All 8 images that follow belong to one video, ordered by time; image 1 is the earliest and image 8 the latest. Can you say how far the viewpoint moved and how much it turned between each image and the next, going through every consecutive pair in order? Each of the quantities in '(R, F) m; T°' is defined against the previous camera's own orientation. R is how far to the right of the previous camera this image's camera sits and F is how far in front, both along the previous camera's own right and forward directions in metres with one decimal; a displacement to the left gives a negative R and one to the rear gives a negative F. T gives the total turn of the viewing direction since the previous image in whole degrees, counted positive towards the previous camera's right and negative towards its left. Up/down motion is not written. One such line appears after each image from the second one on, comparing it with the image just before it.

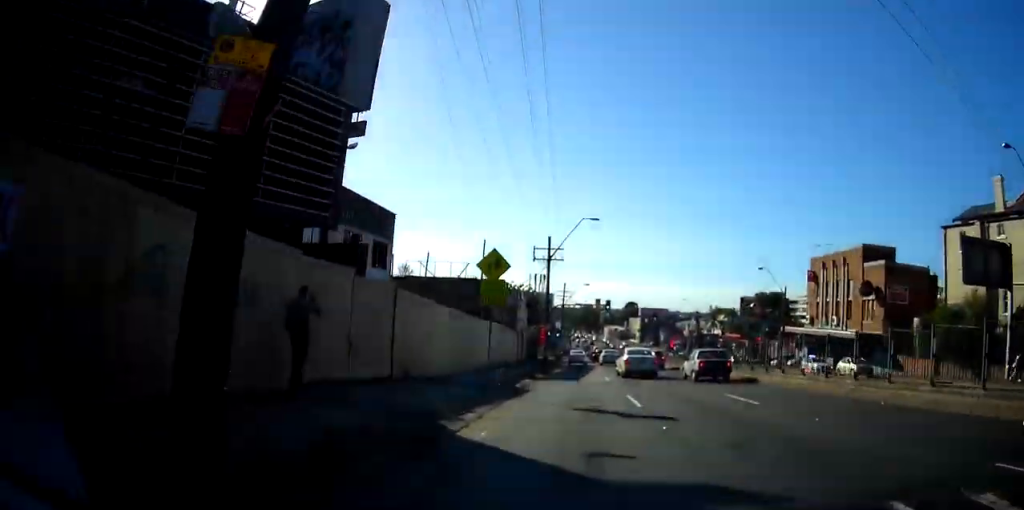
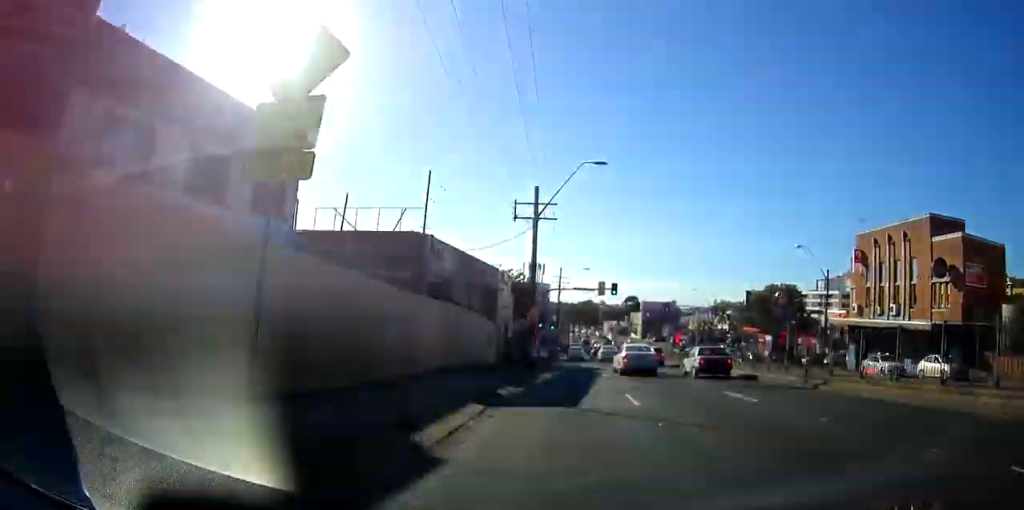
(+0.1, +12.0) m; +1°
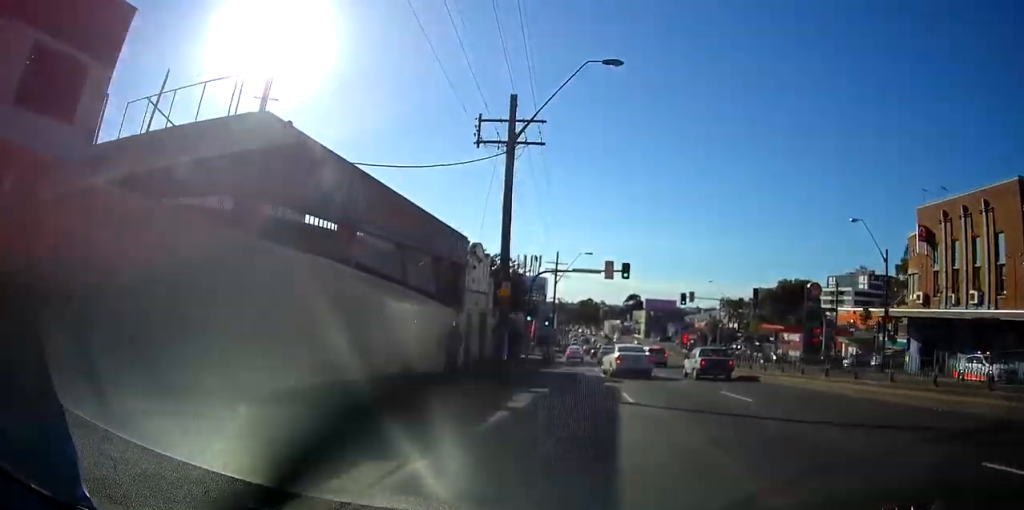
(+0.1, +11.3) m; 0°
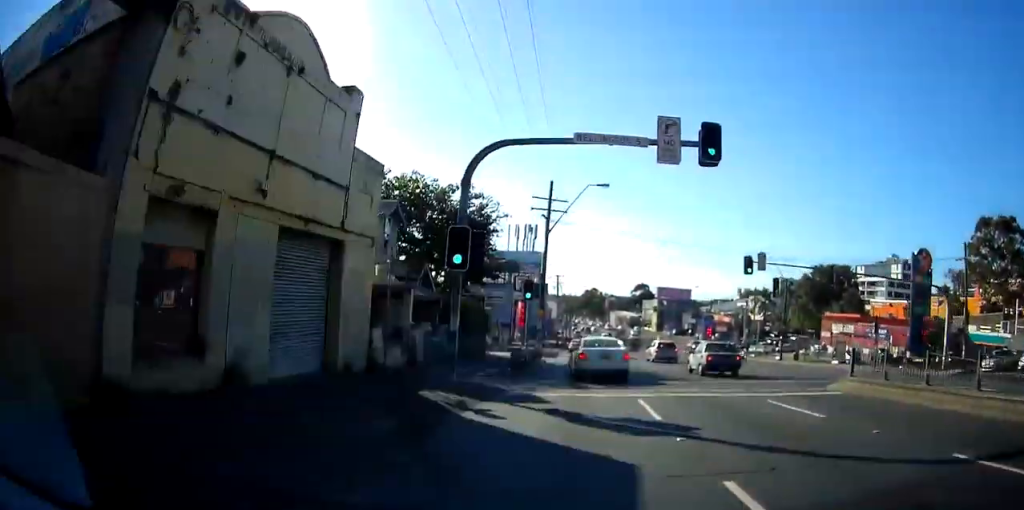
(-0.3, +22.2) m; -1°
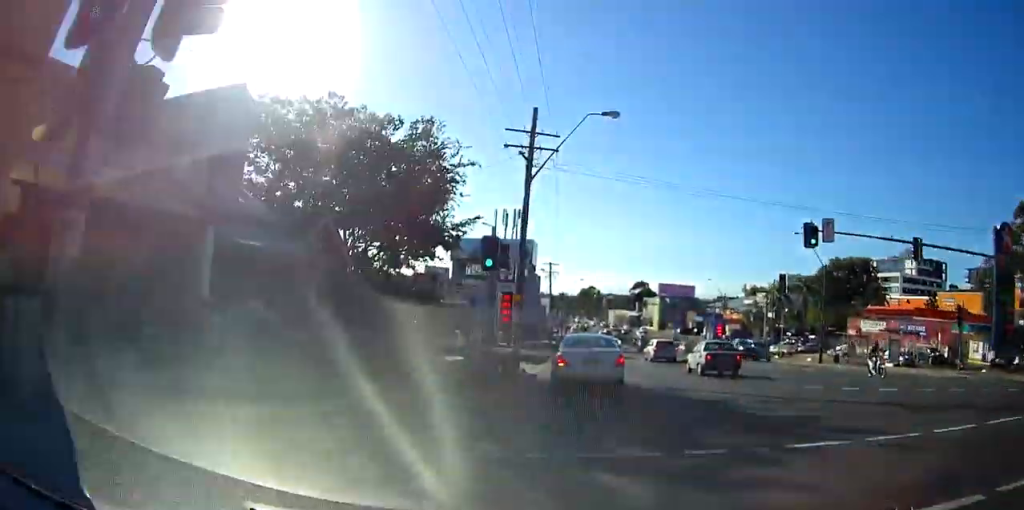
(-0.1, +10.5) m; 0°
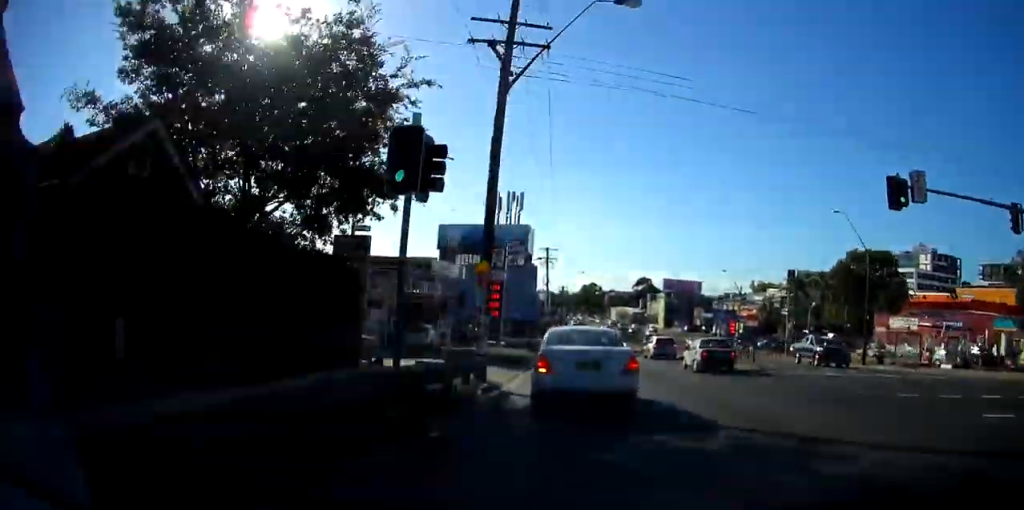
(0.0, +7.8) m; 0°
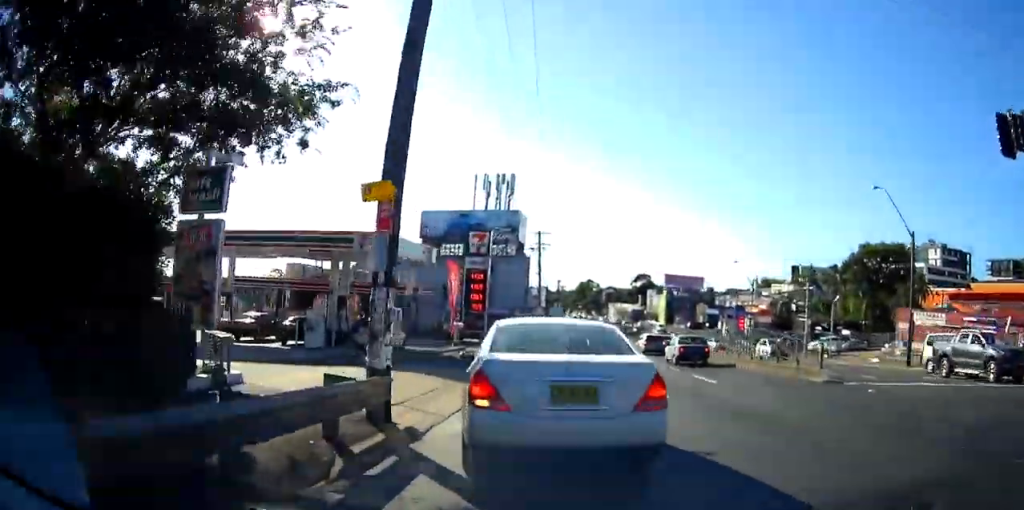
(0.0, +7.2) m; 0°
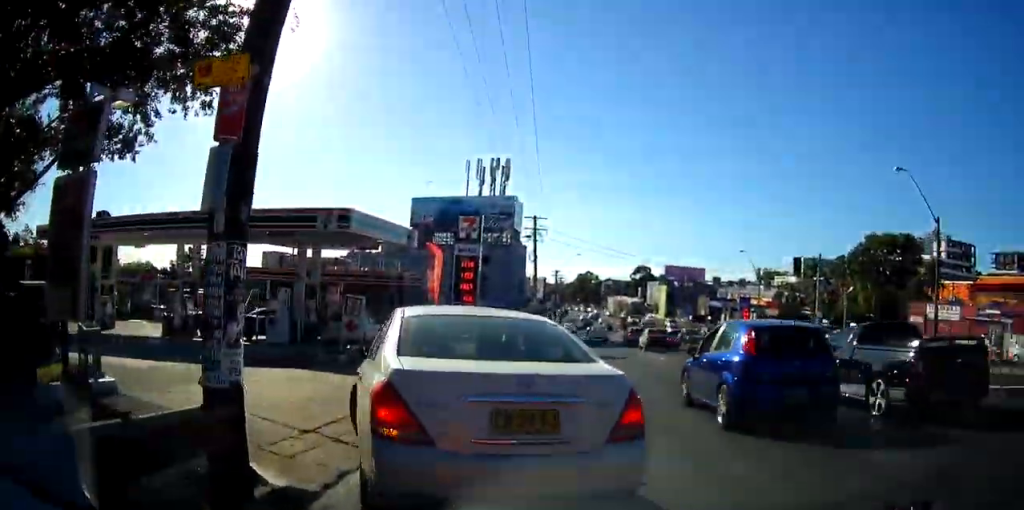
(0.0, +7.0) m; 0°
